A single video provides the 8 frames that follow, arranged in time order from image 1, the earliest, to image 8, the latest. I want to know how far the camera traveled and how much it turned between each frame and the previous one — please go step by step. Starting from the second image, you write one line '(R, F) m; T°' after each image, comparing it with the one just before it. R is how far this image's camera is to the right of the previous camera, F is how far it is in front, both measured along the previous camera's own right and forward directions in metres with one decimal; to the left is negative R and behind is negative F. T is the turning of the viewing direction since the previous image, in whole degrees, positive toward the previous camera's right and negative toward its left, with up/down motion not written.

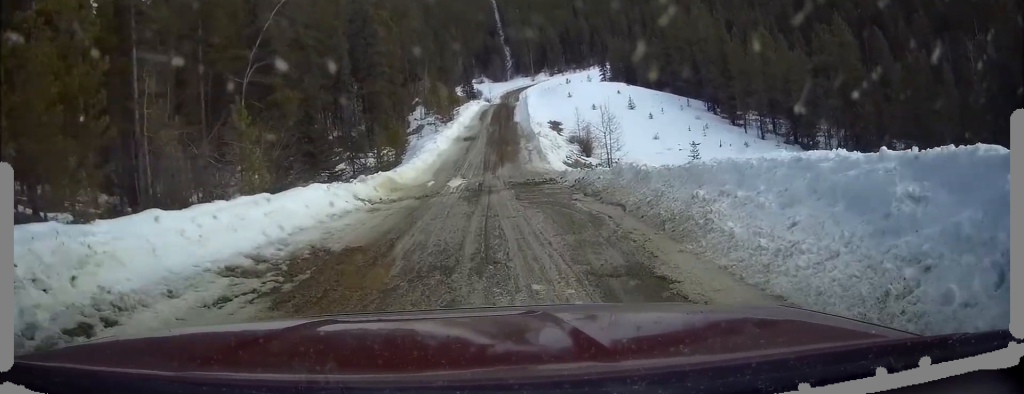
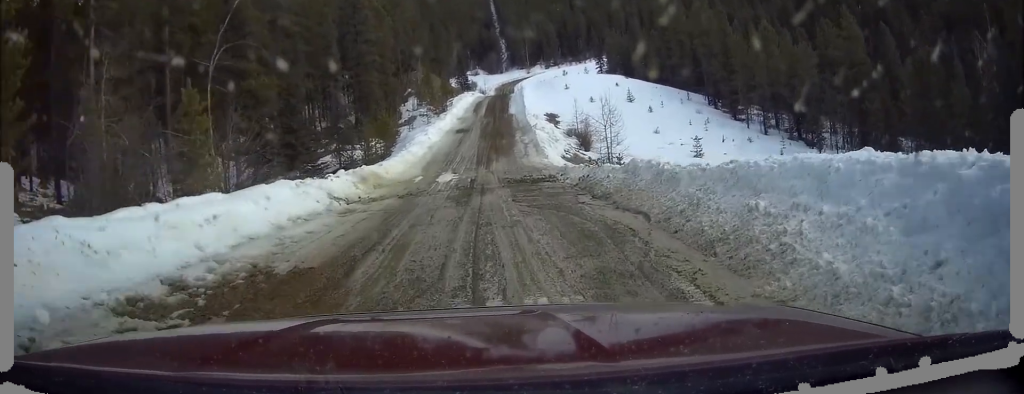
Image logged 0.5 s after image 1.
(-0.1, +2.5) m; 0°
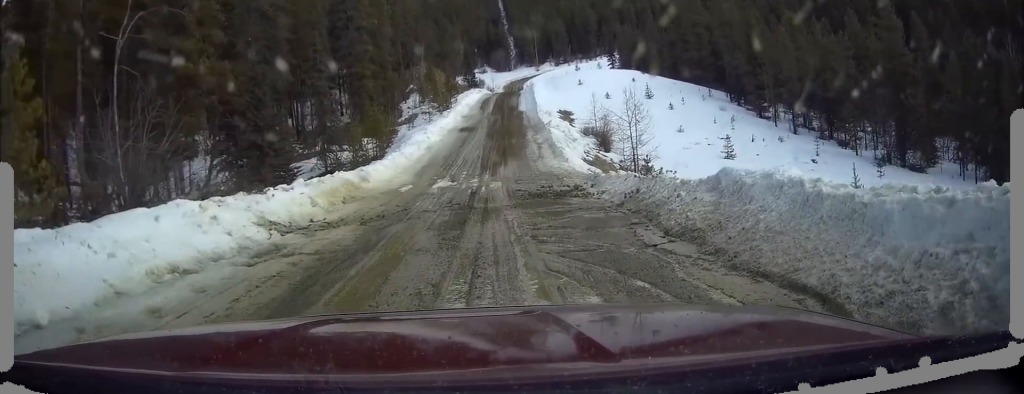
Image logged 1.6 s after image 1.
(+0.1, +5.9) m; +1°
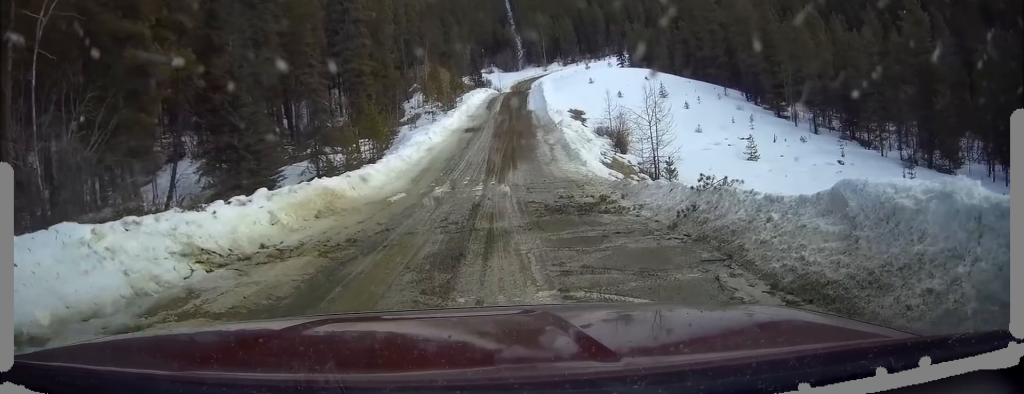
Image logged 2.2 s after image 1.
(0.0, +3.5) m; -1°
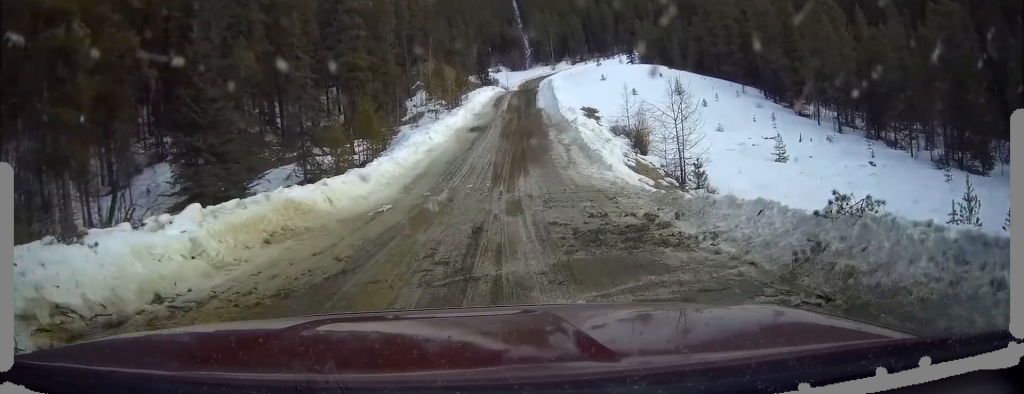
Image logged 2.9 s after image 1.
(0.0, +3.9) m; -3°
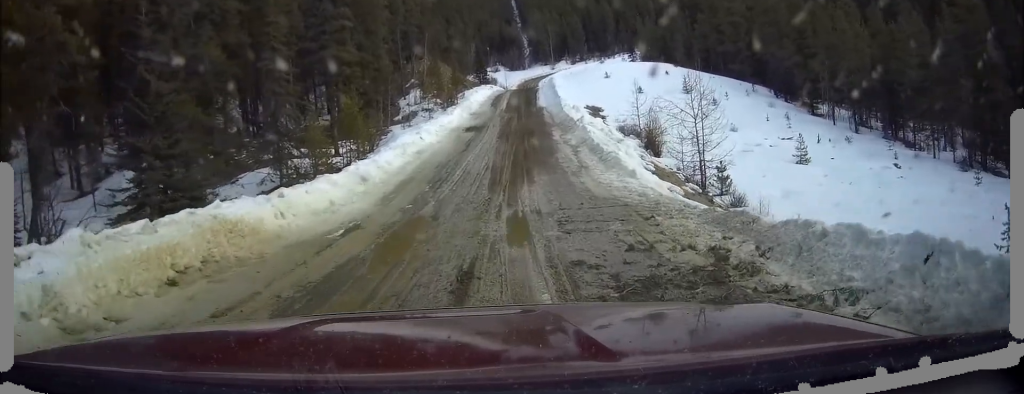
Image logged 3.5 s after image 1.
(-0.1, +3.8) m; +1°
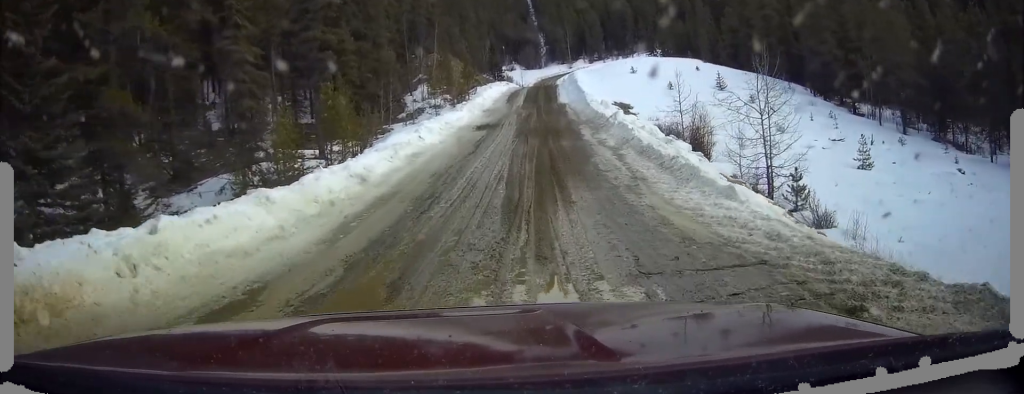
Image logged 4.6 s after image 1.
(+0.1, +6.5) m; +1°
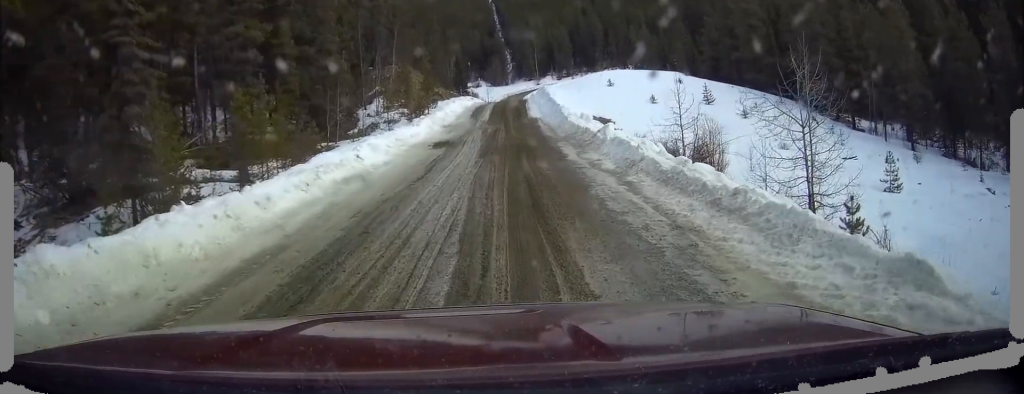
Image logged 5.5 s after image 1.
(0.0, +6.0) m; 0°
